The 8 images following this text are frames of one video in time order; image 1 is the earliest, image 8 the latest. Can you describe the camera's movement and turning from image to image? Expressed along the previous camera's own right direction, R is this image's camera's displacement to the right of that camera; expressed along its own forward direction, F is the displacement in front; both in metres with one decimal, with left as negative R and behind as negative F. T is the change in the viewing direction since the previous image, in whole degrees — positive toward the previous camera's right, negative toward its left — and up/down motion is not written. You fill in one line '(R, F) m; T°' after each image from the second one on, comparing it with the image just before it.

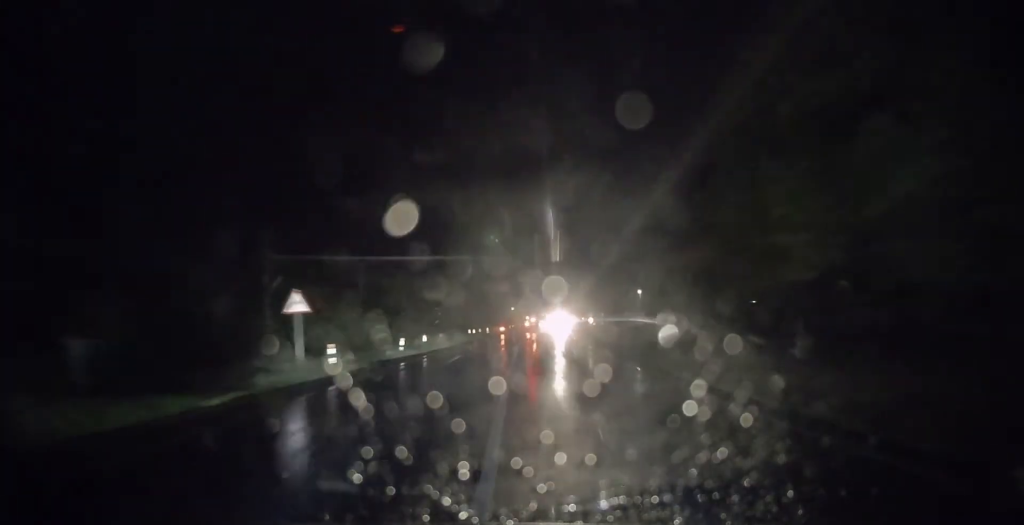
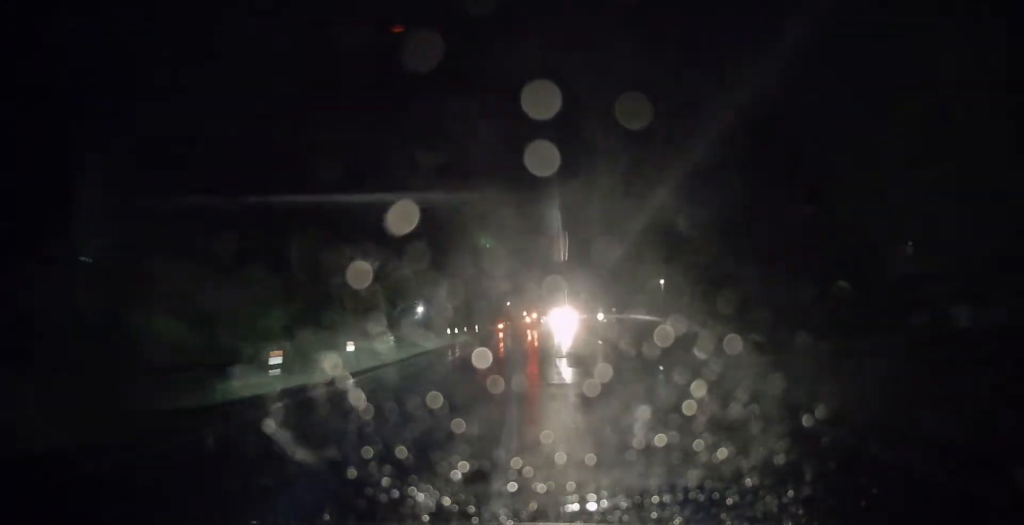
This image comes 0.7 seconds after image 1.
(+0.2, +16.5) m; 0°
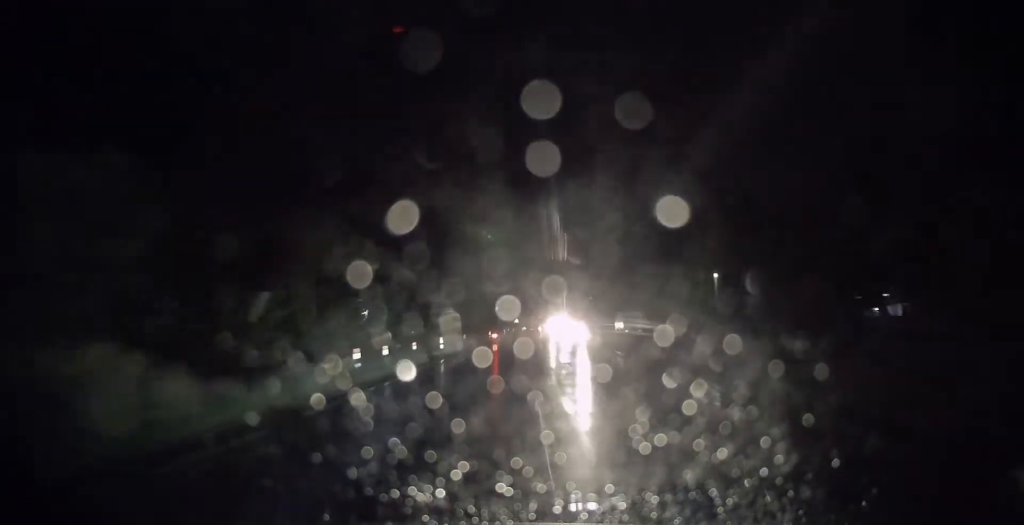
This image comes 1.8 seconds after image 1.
(0.0, +24.9) m; +1°
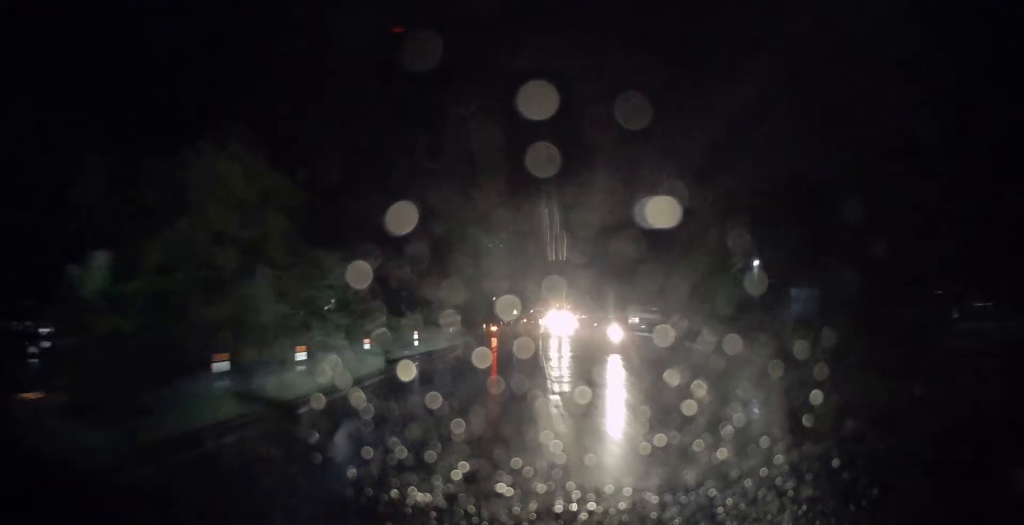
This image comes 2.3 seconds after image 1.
(+0.2, +9.9) m; 0°
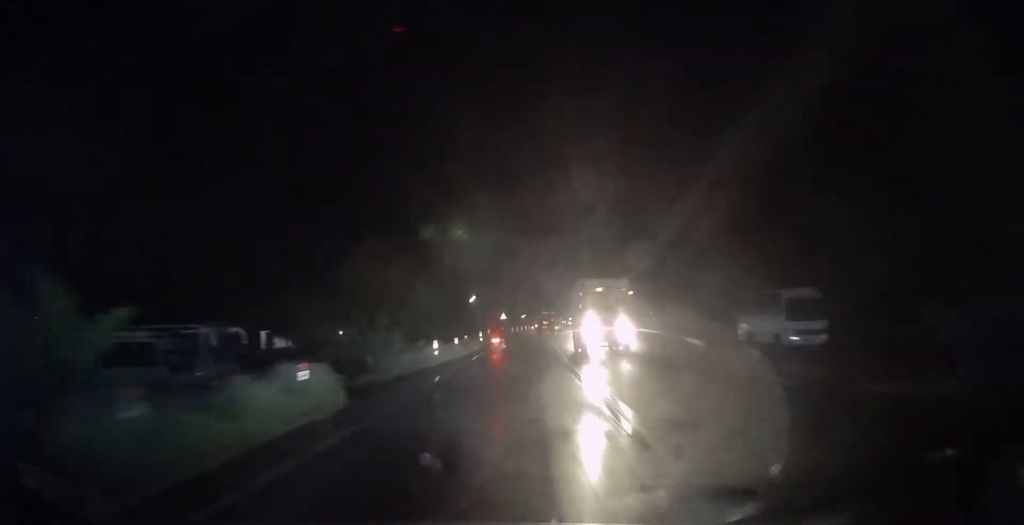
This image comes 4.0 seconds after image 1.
(+0.2, +35.3) m; +2°
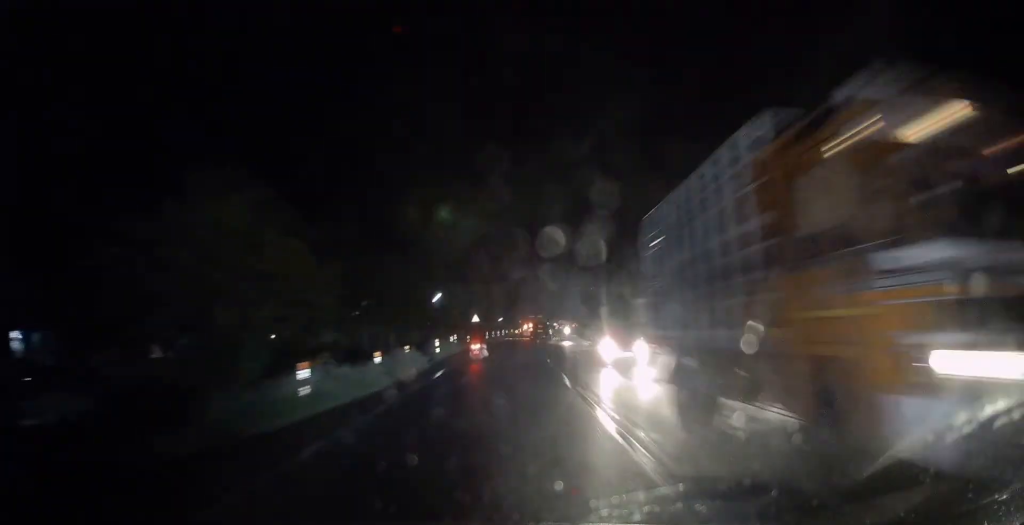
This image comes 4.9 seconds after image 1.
(+0.2, +15.6) m; +3°
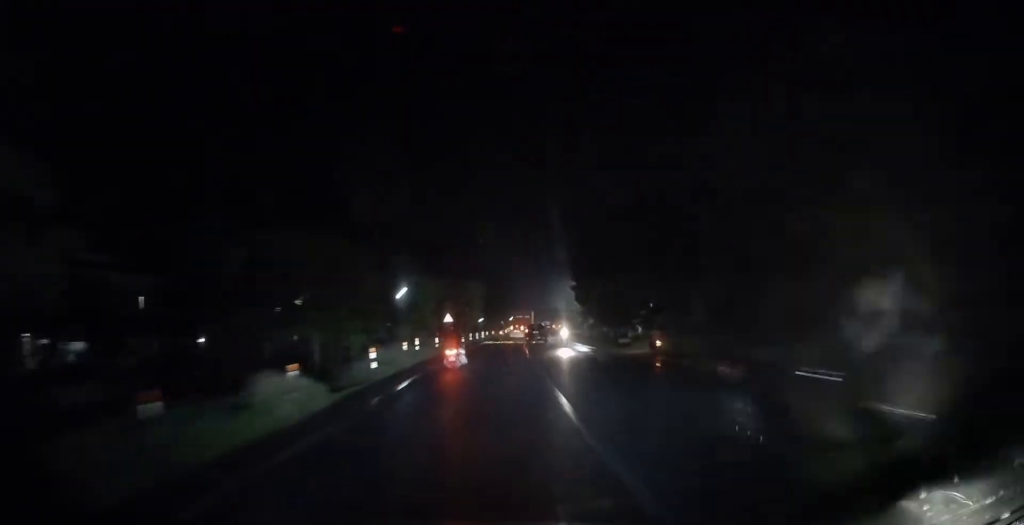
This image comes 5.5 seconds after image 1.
(+0.5, +11.5) m; +1°
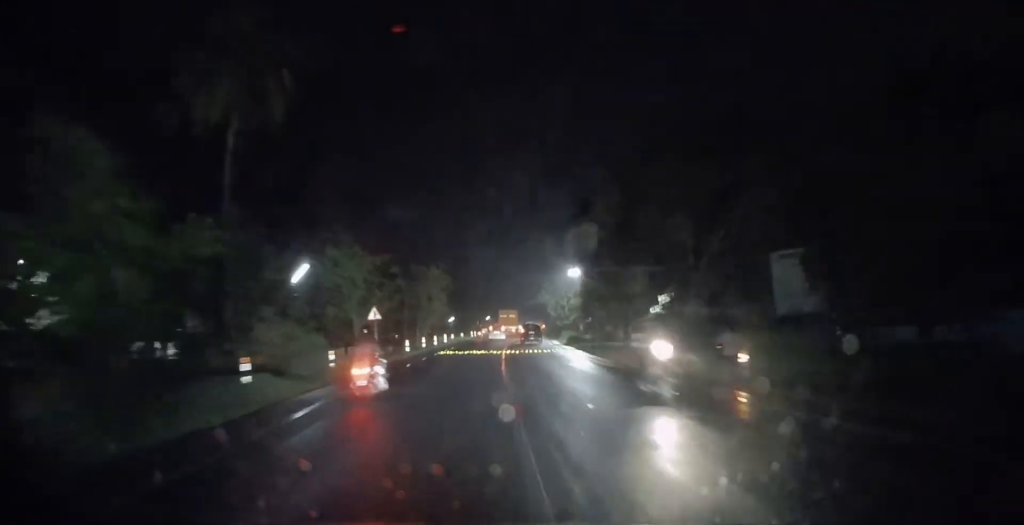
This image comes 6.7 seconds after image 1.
(-0.1, +21.8) m; +1°
